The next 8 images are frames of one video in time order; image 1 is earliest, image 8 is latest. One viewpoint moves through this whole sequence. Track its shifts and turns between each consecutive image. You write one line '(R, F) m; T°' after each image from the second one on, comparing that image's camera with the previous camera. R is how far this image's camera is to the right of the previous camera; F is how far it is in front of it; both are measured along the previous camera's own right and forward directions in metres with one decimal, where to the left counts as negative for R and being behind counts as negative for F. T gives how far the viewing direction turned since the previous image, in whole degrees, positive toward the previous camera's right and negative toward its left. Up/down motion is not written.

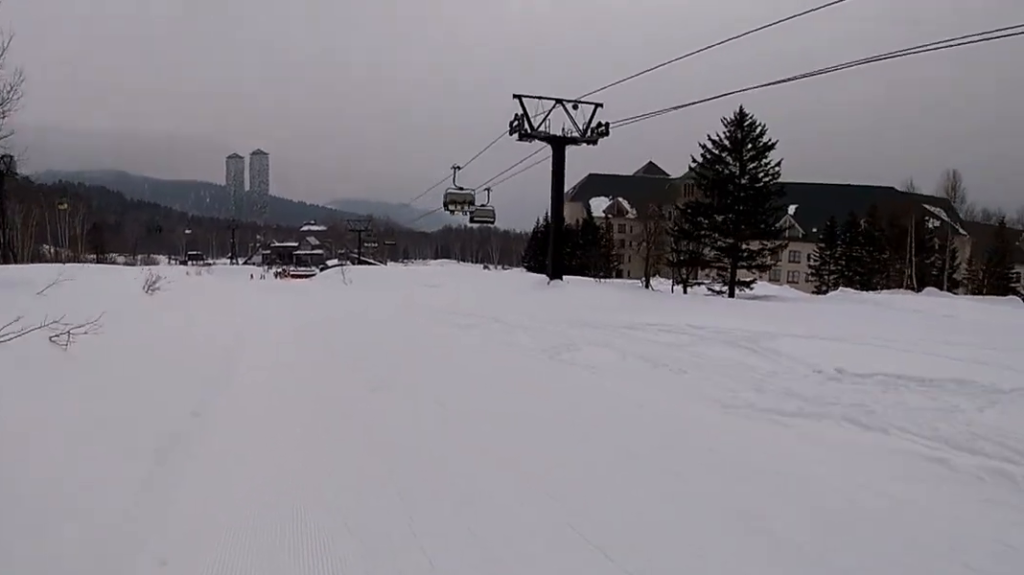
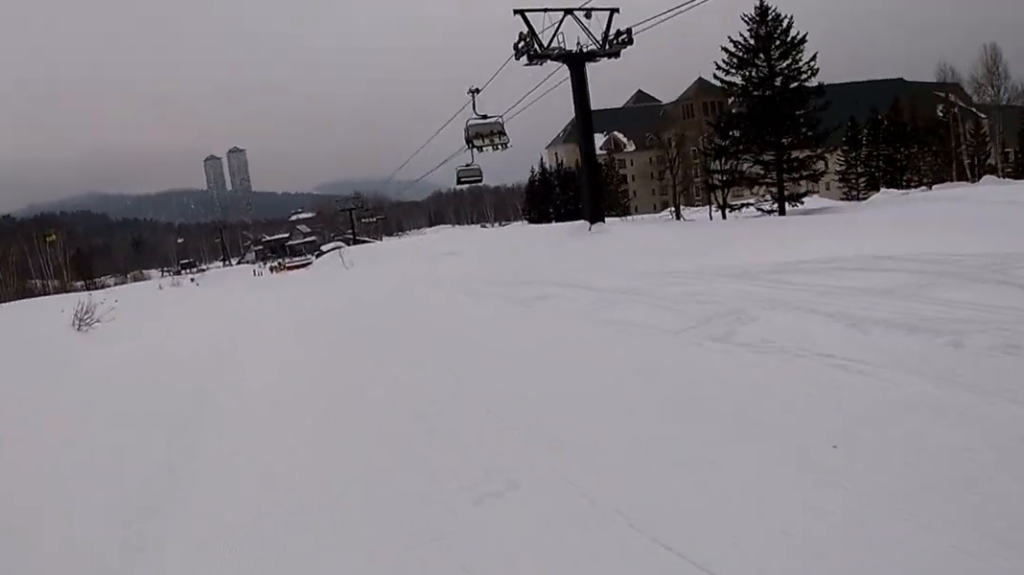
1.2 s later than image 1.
(+1.0, +5.5) m; 0°
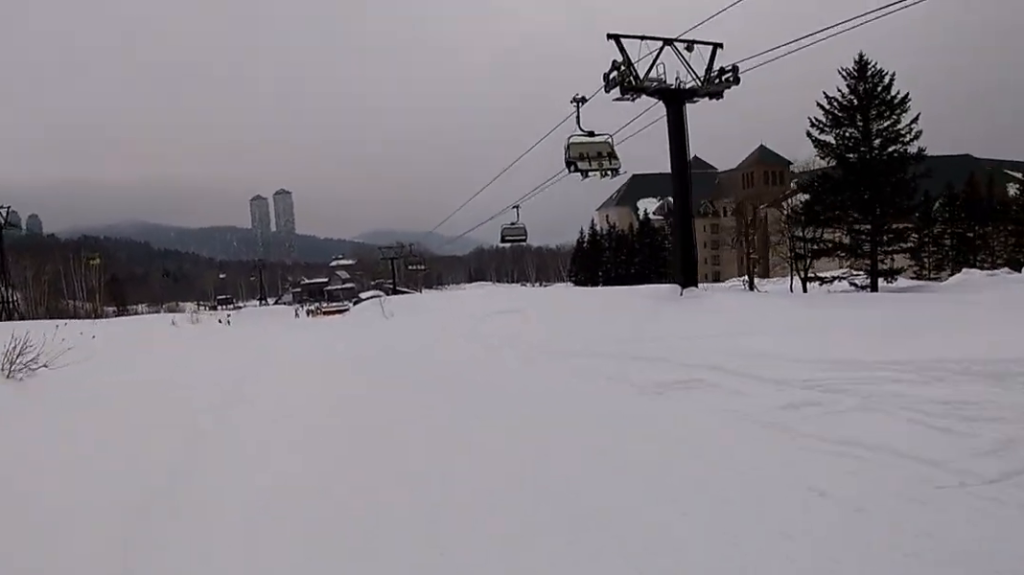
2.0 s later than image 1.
(-1.1, +4.2) m; 0°
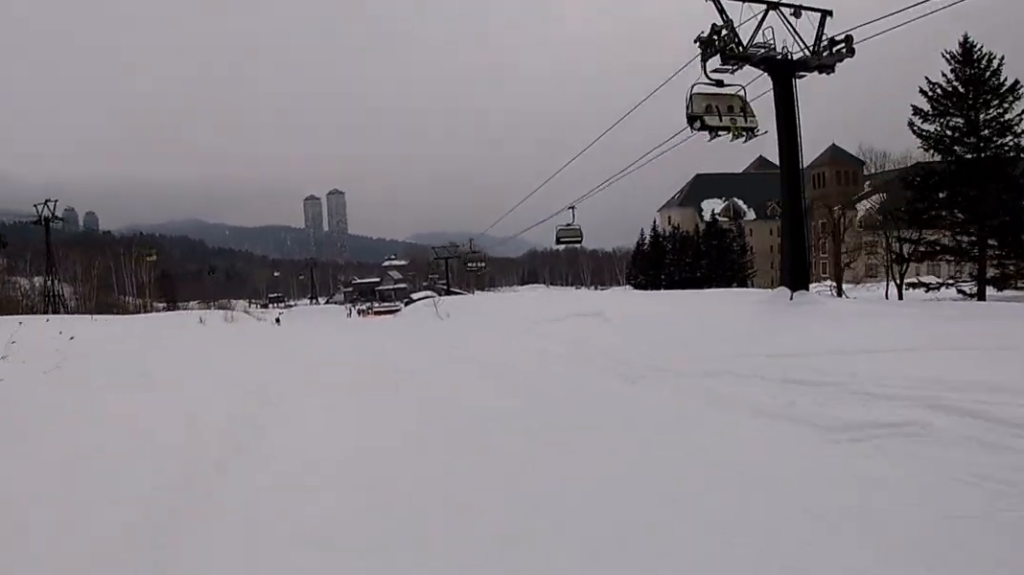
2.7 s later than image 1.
(+0.5, +3.1) m; 0°
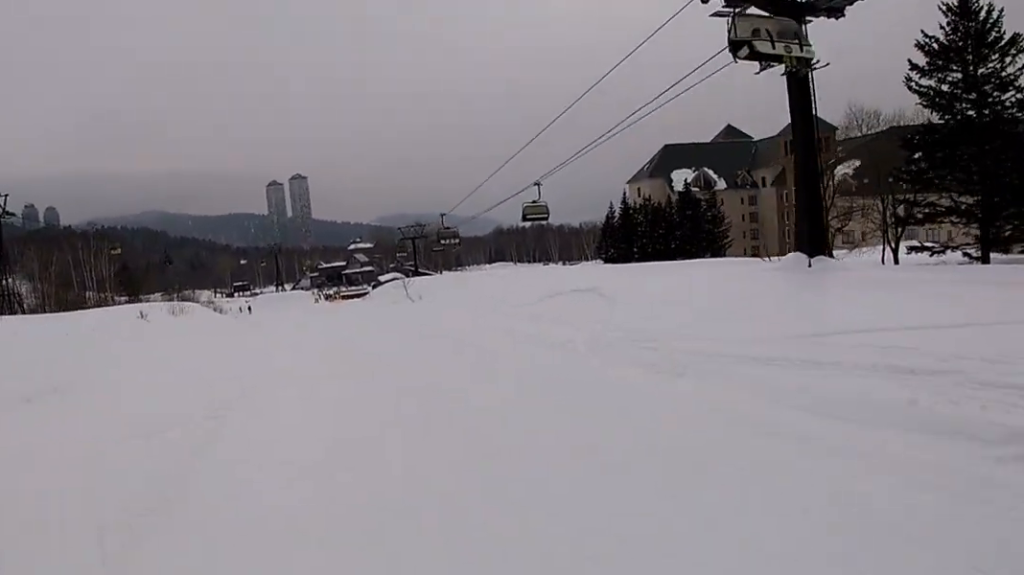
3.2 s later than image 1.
(+0.7, +2.5) m; 0°
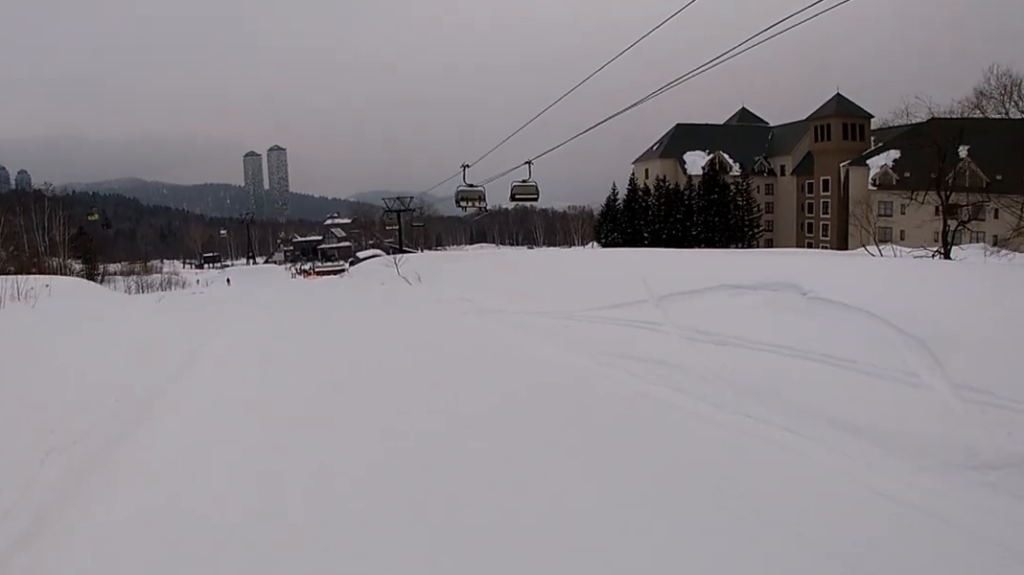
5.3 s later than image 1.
(-0.2, +10.1) m; 0°
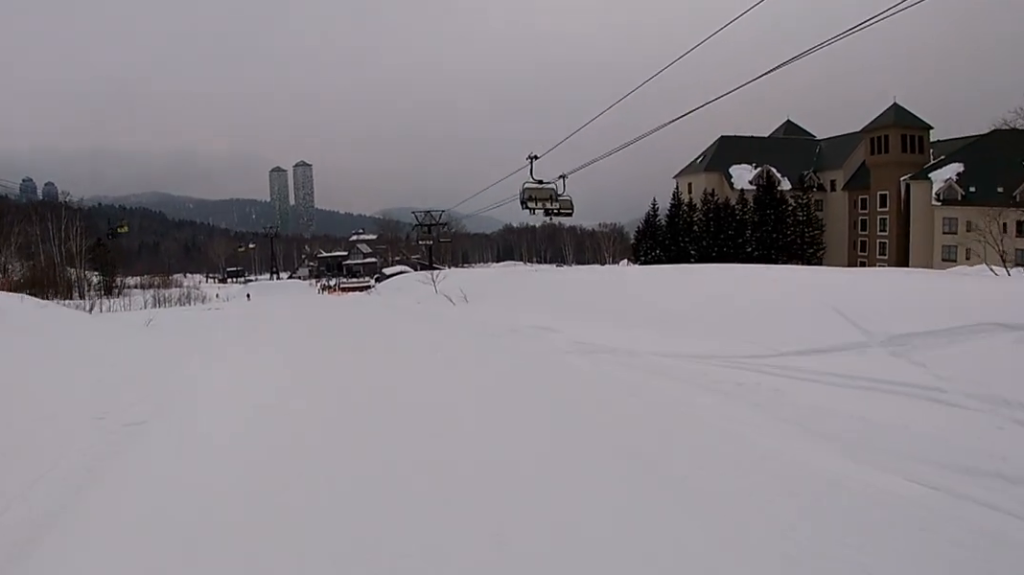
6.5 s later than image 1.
(-0.8, +5.4) m; 0°
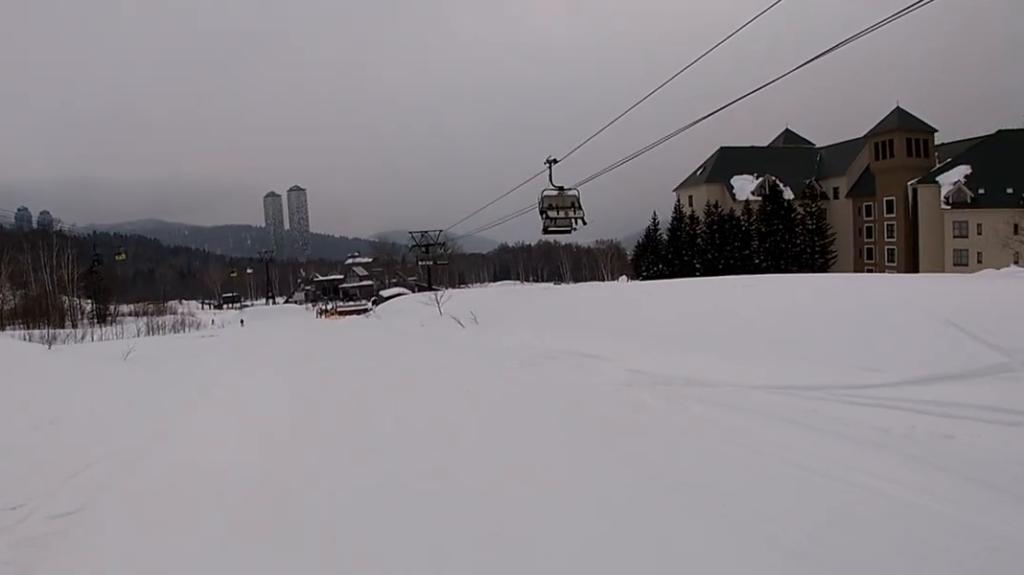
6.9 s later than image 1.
(+0.6, +2.3) m; 0°
